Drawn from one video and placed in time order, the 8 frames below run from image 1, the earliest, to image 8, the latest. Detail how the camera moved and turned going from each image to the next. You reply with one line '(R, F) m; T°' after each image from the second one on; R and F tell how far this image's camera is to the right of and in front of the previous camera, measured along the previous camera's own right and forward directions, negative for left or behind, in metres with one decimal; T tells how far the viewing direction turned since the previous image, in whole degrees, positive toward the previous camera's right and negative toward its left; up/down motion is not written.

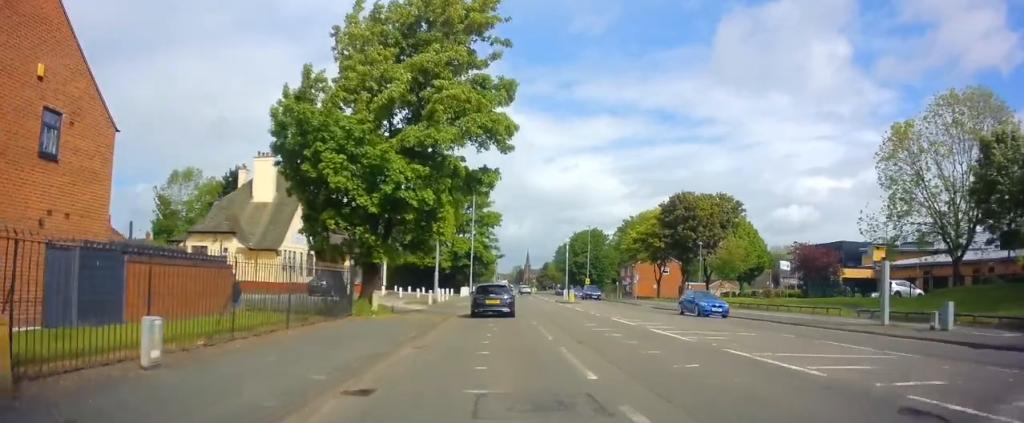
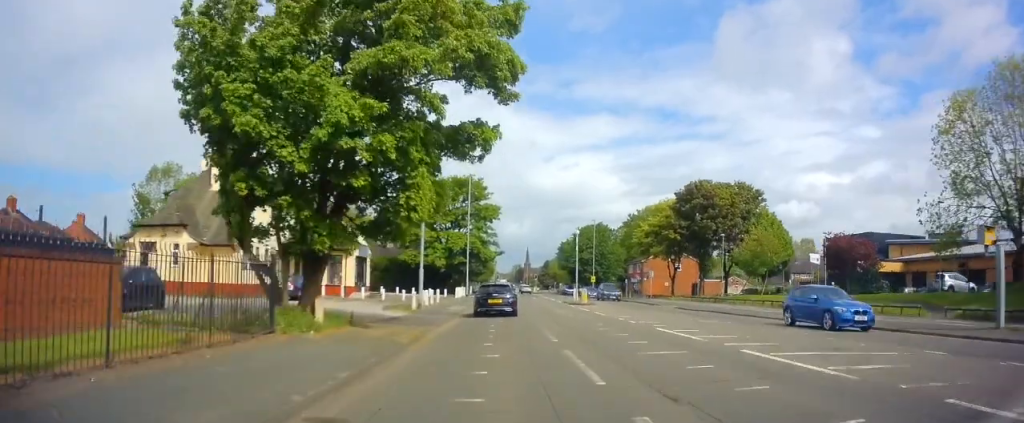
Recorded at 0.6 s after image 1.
(0.0, +6.6) m; 0°
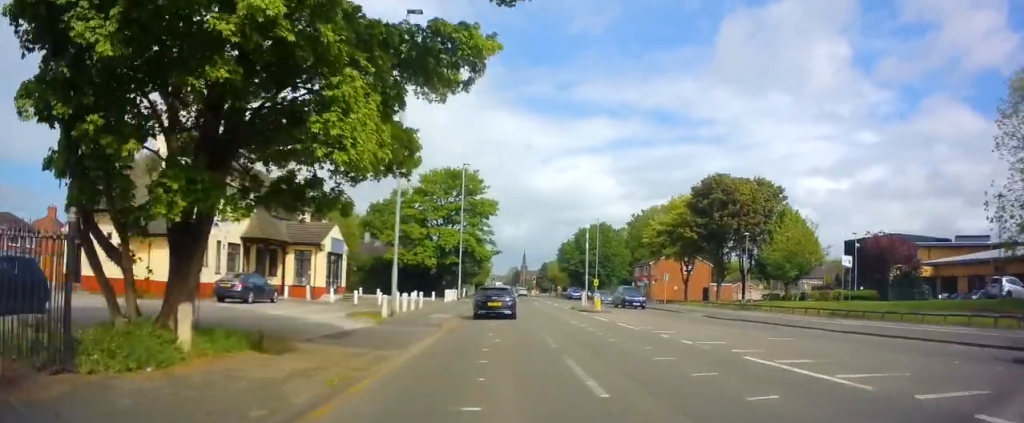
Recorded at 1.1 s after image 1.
(0.0, +6.4) m; +1°
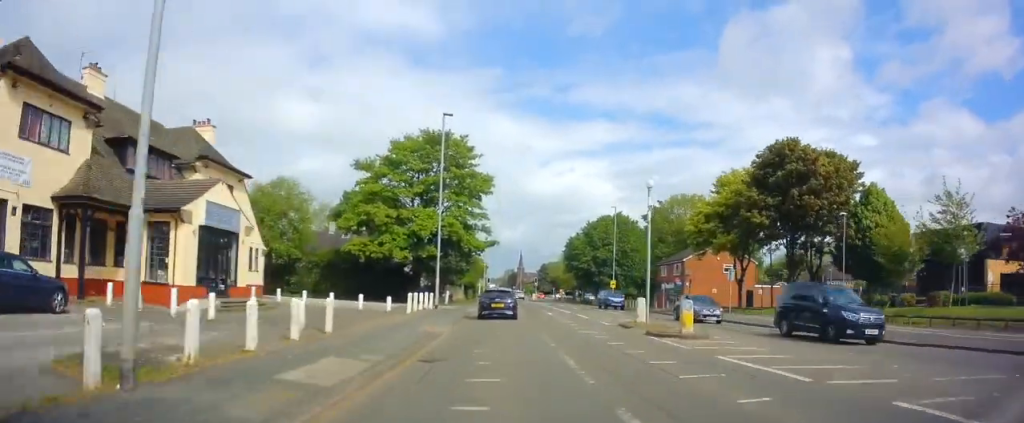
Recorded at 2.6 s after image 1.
(+0.7, +16.2) m; +2°
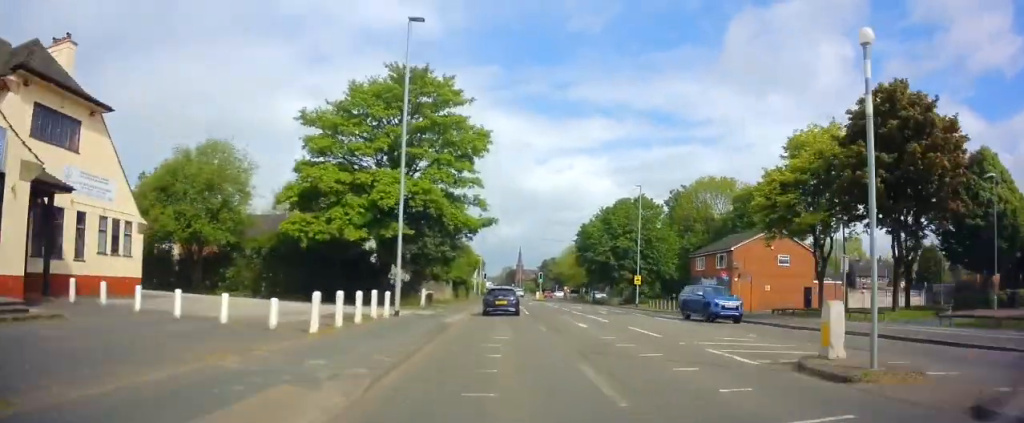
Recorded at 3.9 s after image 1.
(-0.4, +13.5) m; -3°
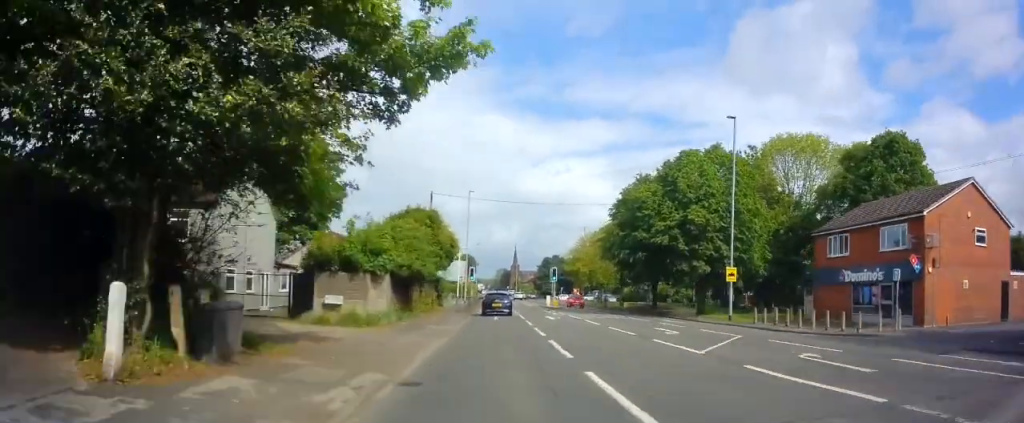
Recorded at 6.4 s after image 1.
(+0.4, +25.4) m; +4°
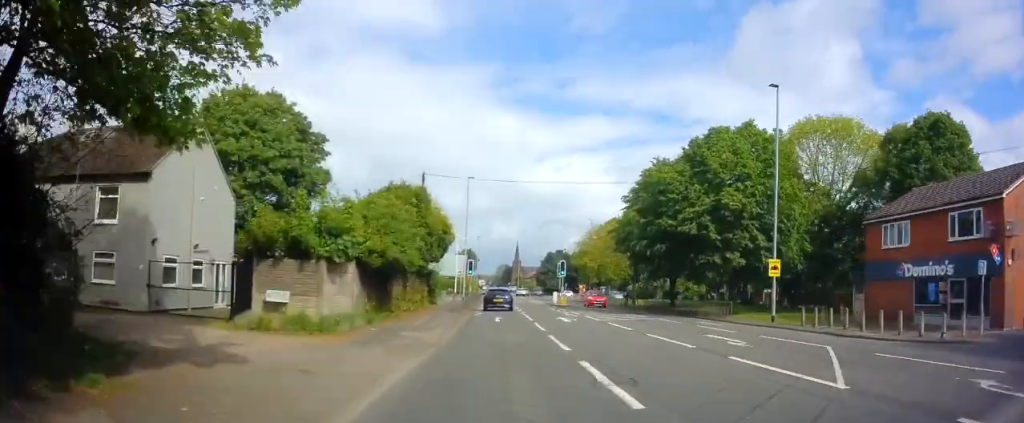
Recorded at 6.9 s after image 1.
(+0.1, +5.3) m; +1°
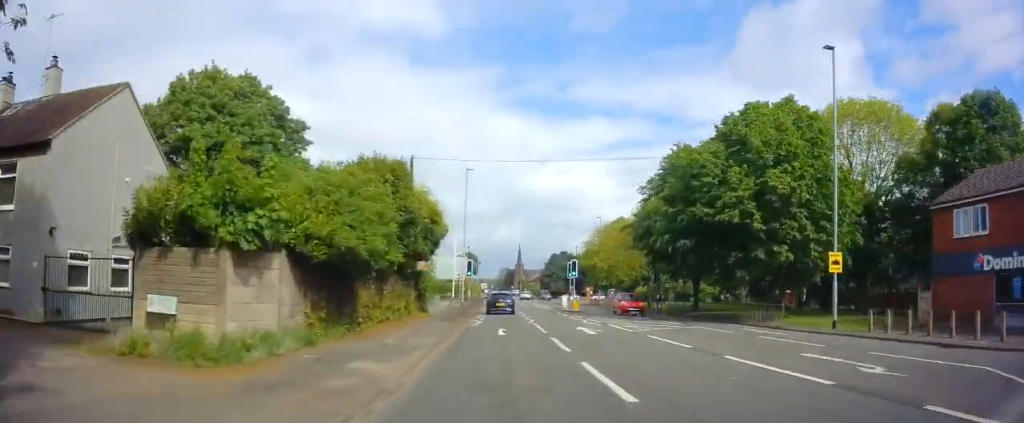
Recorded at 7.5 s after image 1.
(0.0, +5.4) m; 0°
